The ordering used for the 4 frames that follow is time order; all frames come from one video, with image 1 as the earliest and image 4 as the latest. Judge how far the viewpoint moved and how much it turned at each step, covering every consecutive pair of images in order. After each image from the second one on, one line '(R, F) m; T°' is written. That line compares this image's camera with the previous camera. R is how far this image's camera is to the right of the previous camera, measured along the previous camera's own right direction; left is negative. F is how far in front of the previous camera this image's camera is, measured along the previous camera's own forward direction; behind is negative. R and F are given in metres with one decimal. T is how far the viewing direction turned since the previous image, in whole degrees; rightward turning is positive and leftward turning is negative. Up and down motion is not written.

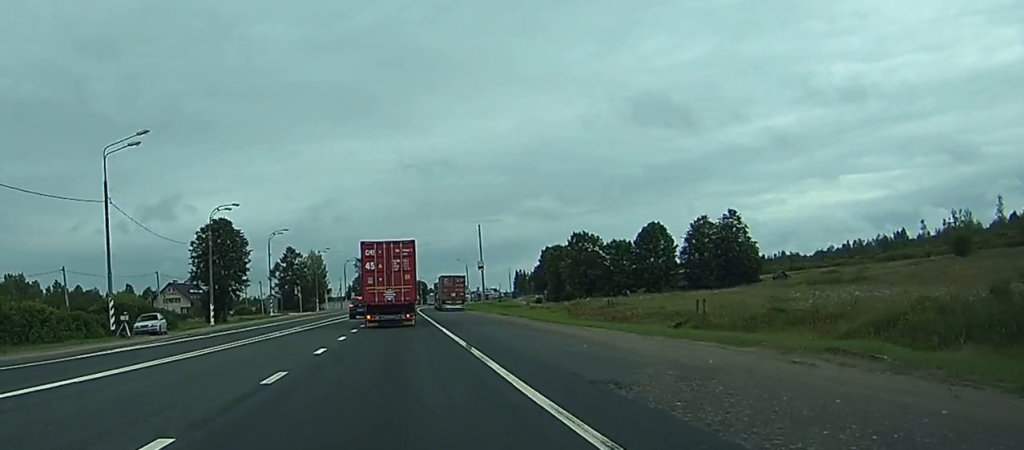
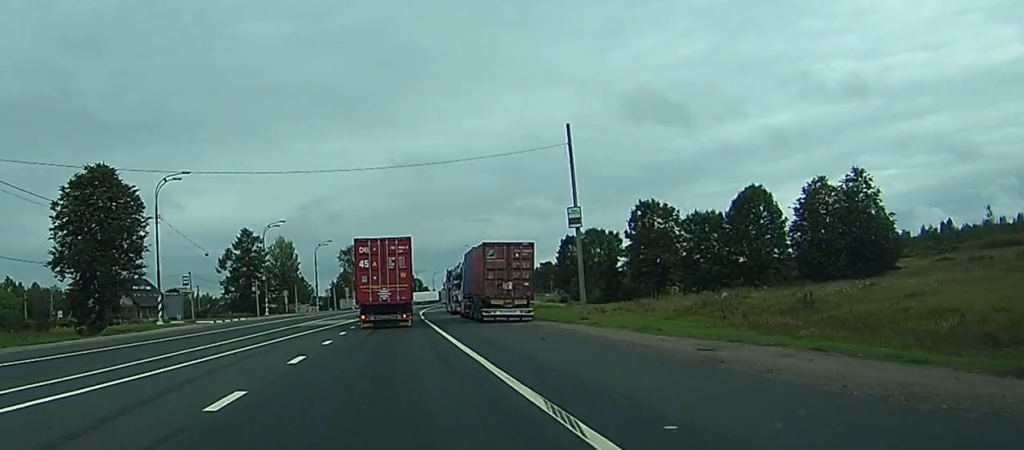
(0.0, +52.6) m; 0°
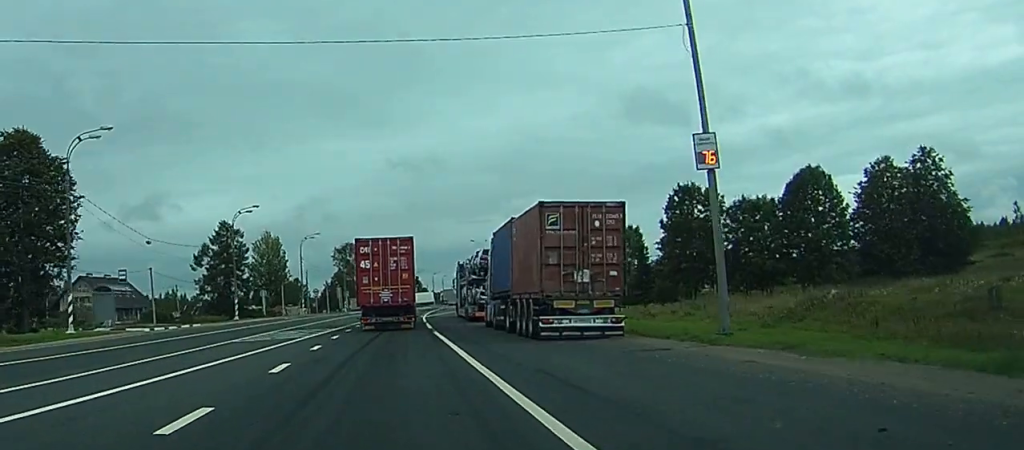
(0.0, +17.9) m; 0°
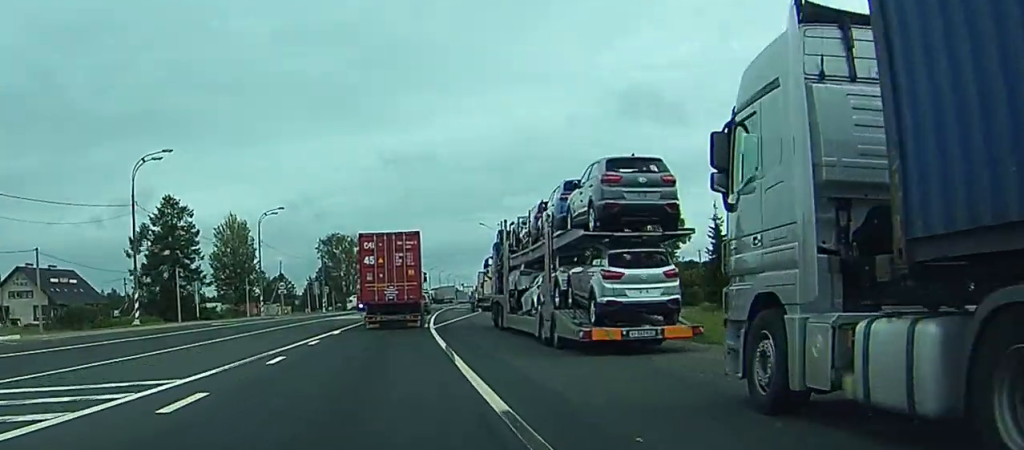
(+0.1, +30.5) m; 0°
